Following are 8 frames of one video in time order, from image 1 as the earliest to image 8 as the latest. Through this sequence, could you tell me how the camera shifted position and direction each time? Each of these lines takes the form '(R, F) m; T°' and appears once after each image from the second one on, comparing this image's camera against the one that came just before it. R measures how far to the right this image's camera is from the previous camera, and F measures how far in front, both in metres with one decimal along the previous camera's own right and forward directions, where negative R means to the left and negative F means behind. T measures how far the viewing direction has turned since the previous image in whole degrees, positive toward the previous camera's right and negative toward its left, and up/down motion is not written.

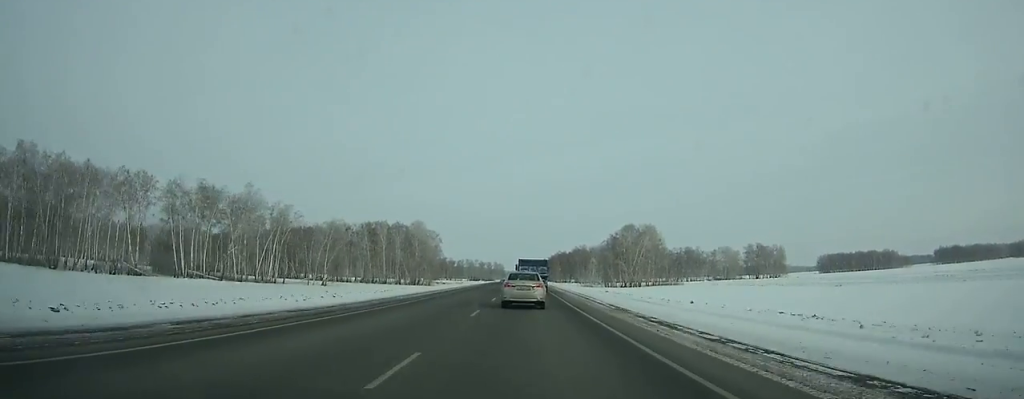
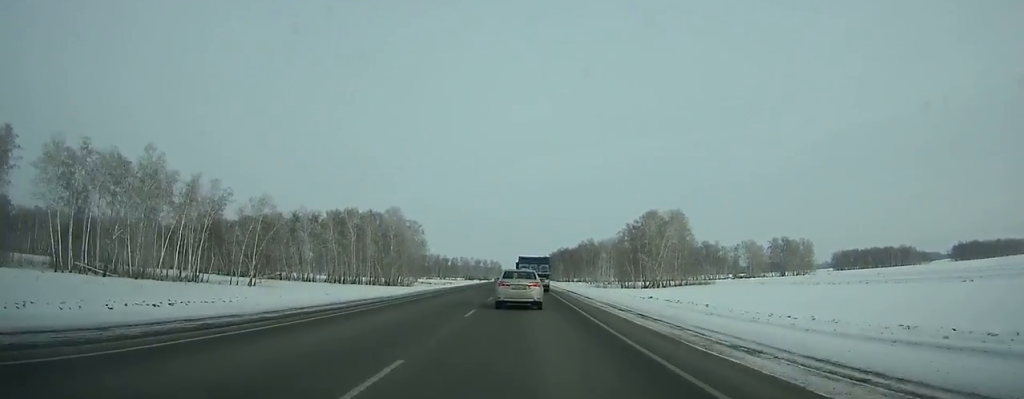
(+0.1, +37.0) m; 0°
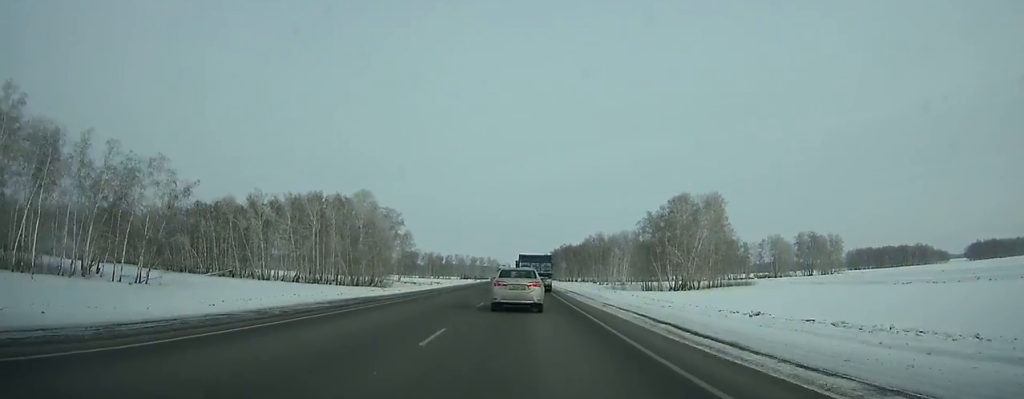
(+0.2, +31.2) m; 0°
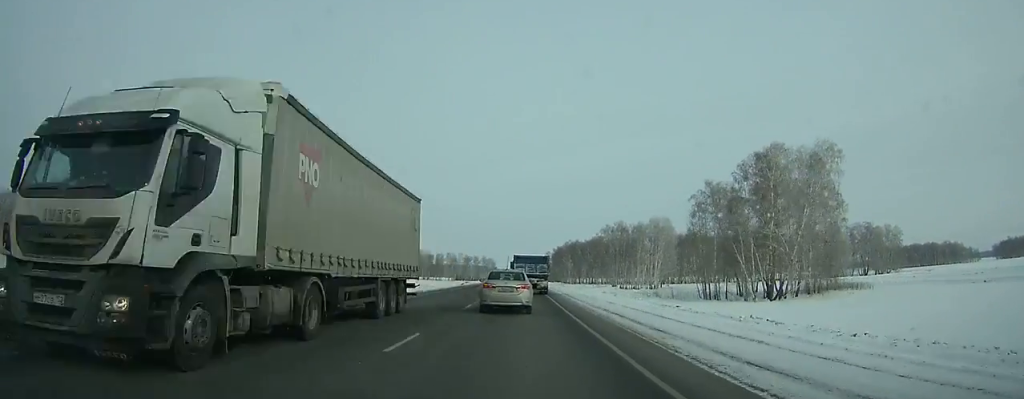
(-0.5, +54.2) m; -1°
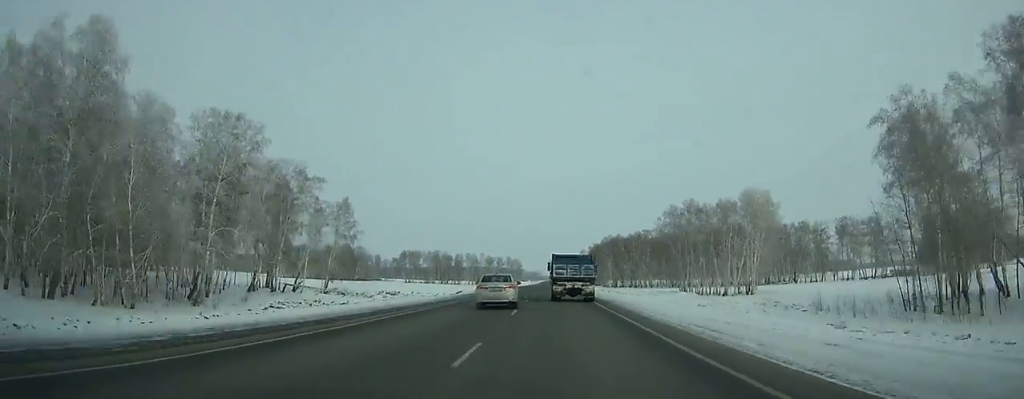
(-0.7, +54.1) m; -1°
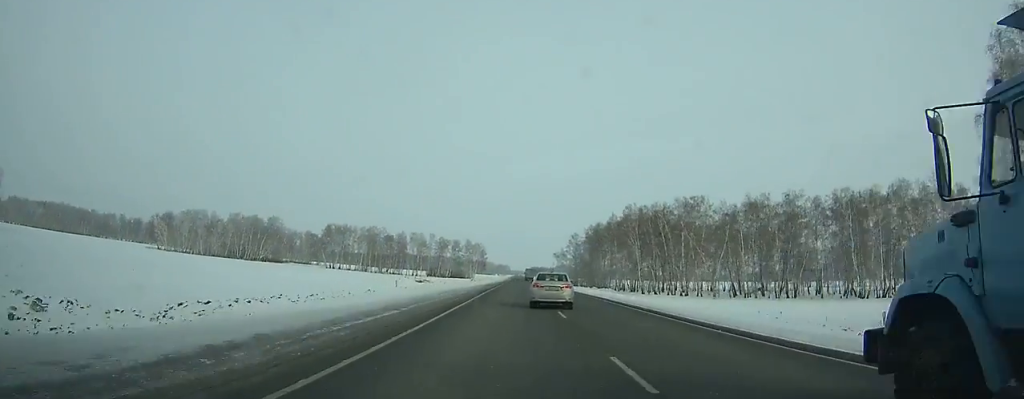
(+2.0, +98.7) m; +3°
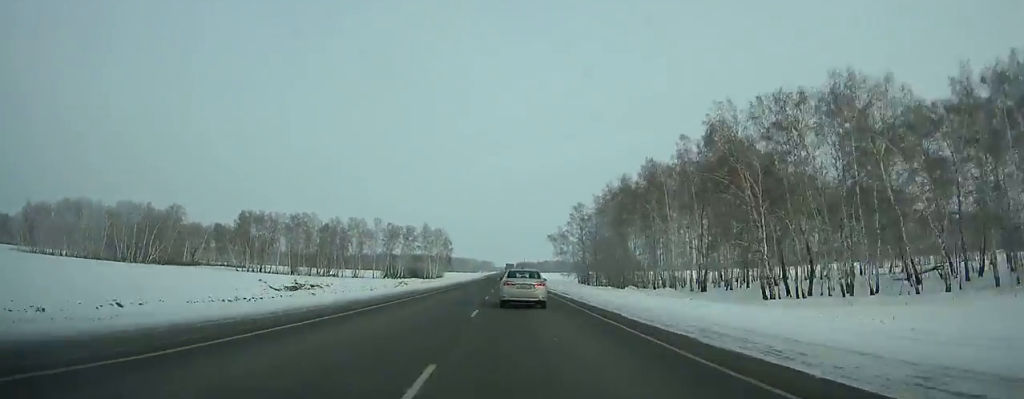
(+1.1, +73.8) m; 0°
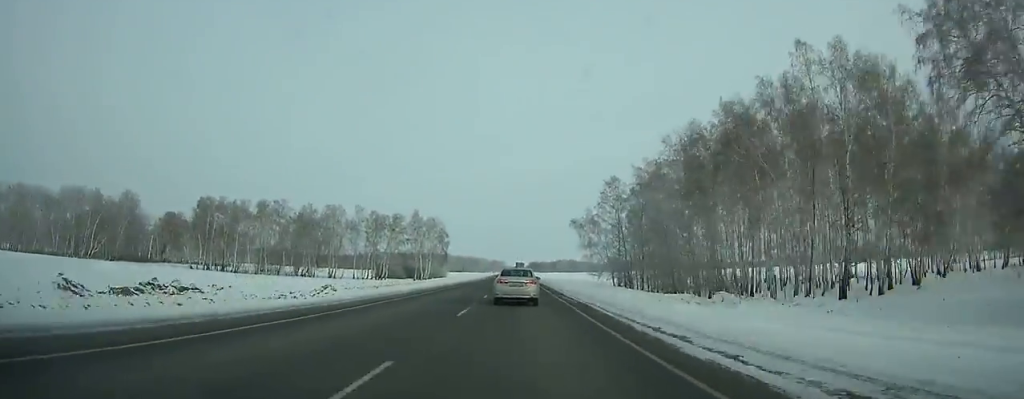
(0.0, +37.1) m; 0°
